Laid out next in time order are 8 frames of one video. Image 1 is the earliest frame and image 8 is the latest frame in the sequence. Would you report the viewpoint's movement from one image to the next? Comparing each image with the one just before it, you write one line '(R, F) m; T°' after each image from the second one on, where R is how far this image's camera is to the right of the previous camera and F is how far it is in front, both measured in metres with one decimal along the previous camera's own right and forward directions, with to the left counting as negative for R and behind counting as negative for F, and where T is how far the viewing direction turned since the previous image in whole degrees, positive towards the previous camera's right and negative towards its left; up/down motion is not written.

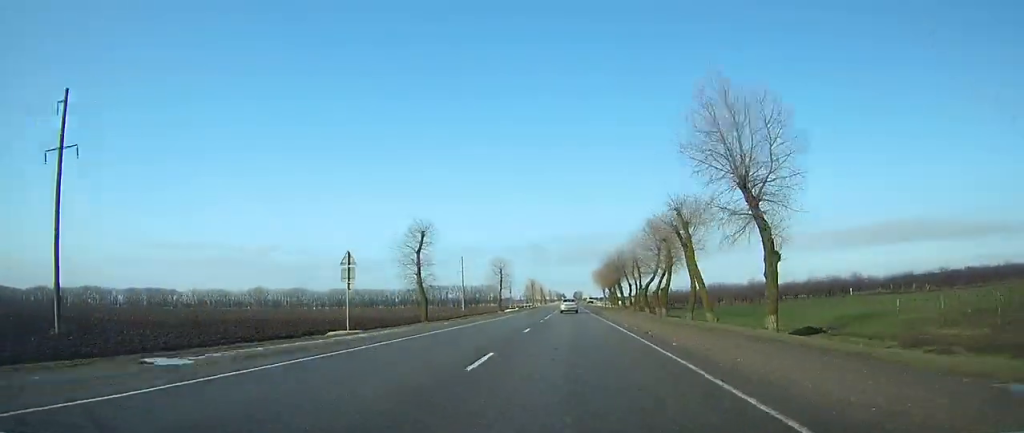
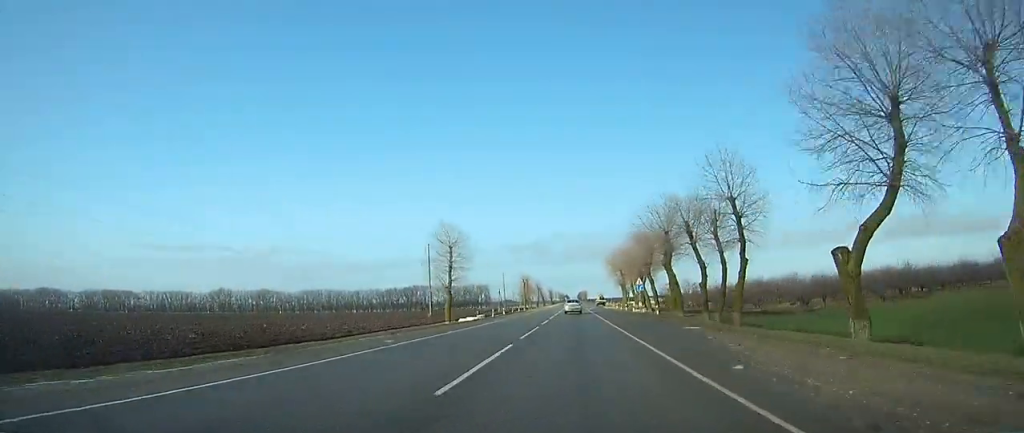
(-0.1, +56.5) m; 0°
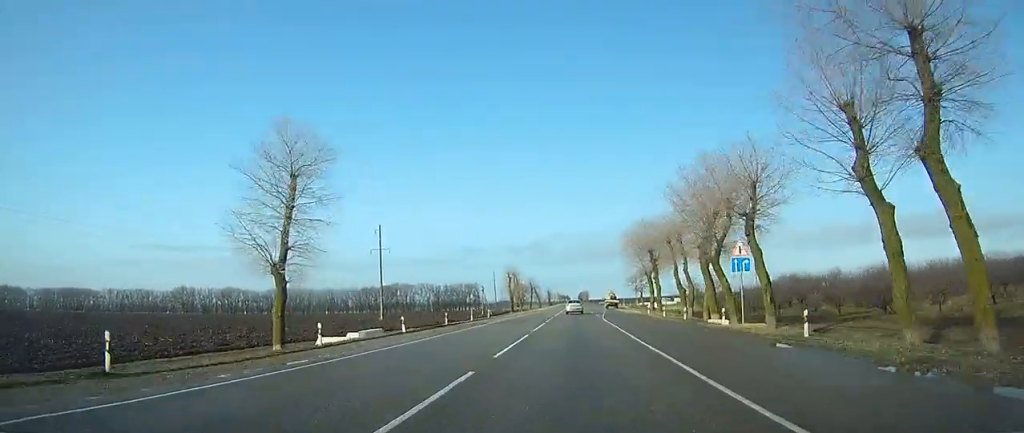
(0.0, +42.6) m; 0°
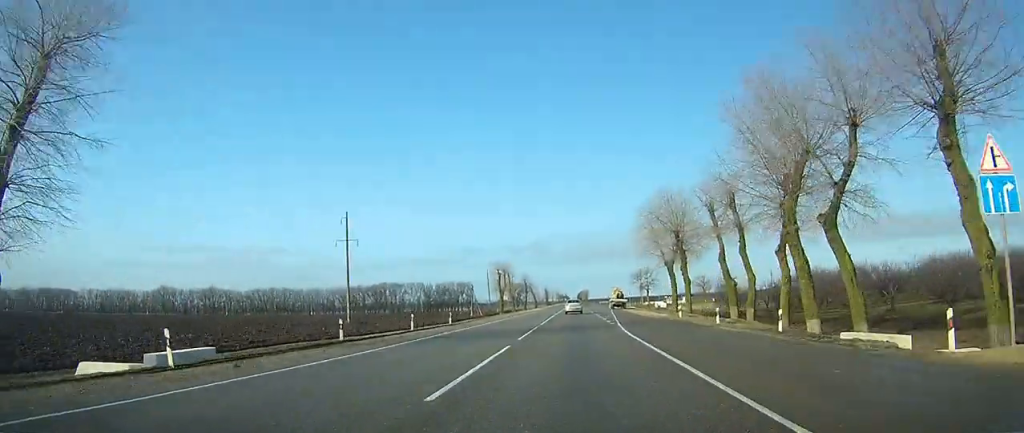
(+0.1, +18.1) m; 0°
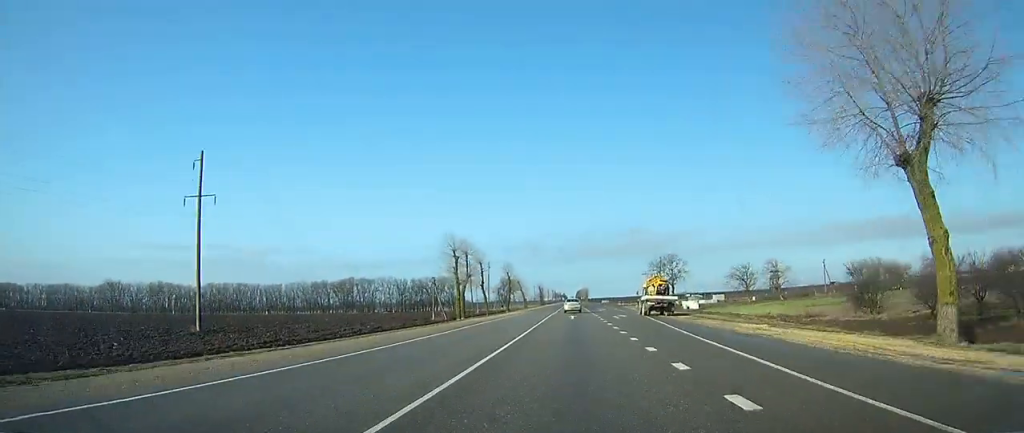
(+0.2, +45.0) m; 0°
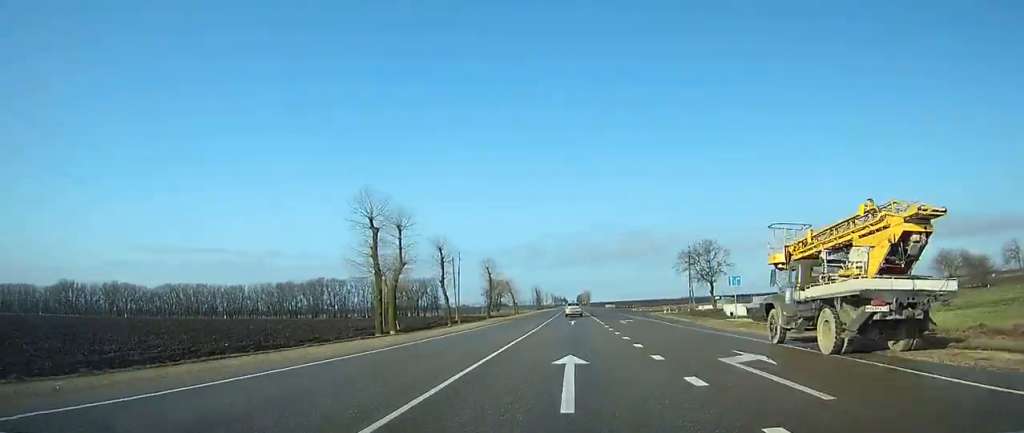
(-0.1, +34.3) m; 0°
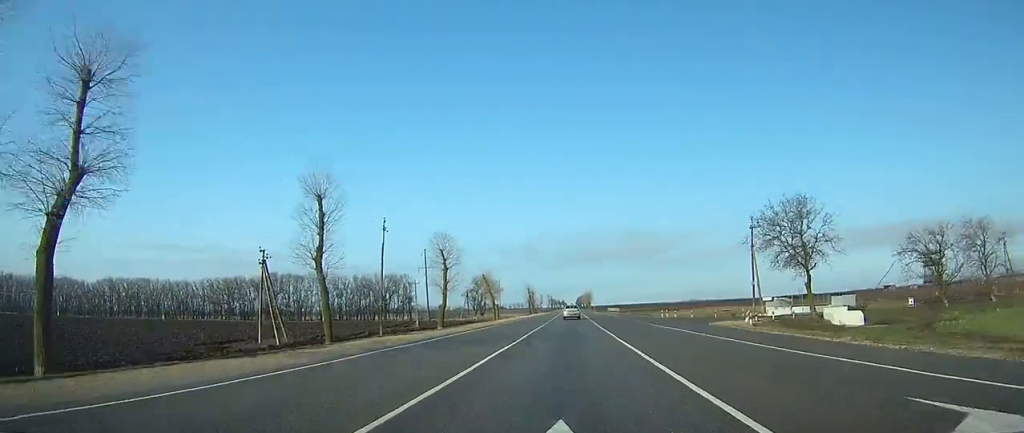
(-0.1, +37.6) m; 0°
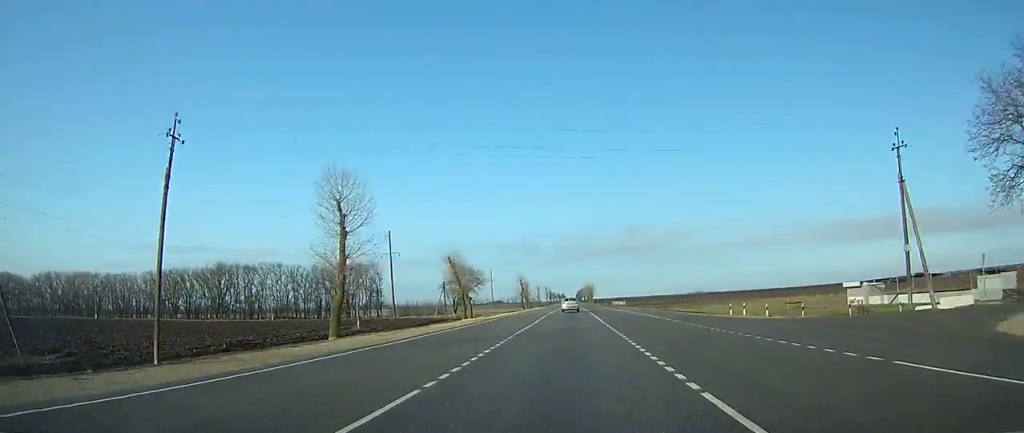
(0.0, +32.2) m; 0°
